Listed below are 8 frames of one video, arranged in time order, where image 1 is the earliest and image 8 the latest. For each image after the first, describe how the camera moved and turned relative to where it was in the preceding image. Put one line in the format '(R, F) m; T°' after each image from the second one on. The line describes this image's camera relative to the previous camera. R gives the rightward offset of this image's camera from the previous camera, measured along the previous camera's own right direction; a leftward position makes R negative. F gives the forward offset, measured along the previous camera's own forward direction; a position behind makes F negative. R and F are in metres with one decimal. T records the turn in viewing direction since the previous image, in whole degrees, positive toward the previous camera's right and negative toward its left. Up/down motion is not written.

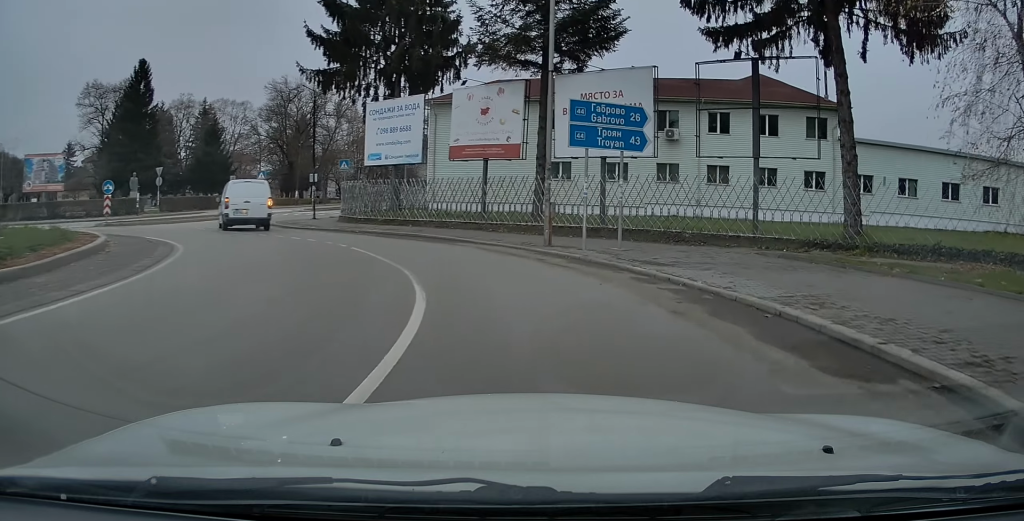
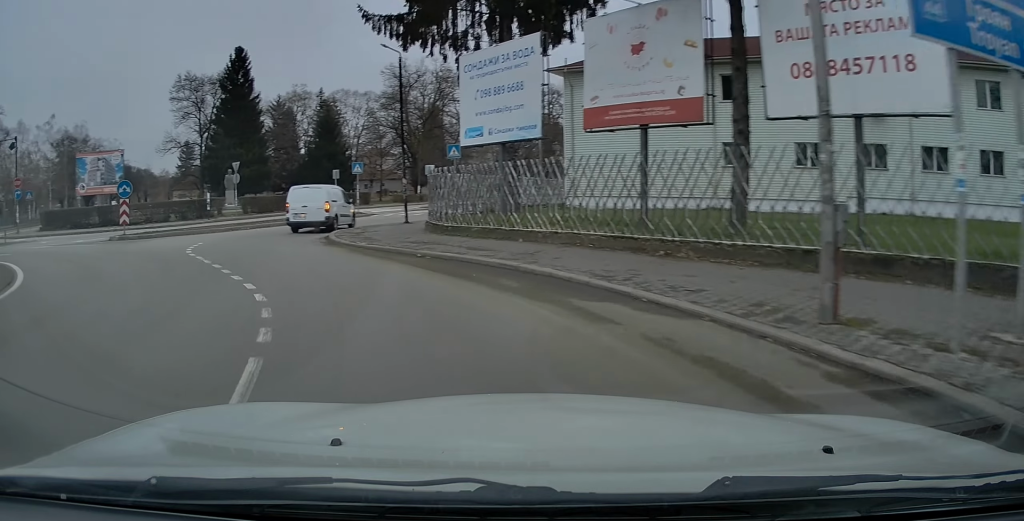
(-0.1, +10.2) m; -8°
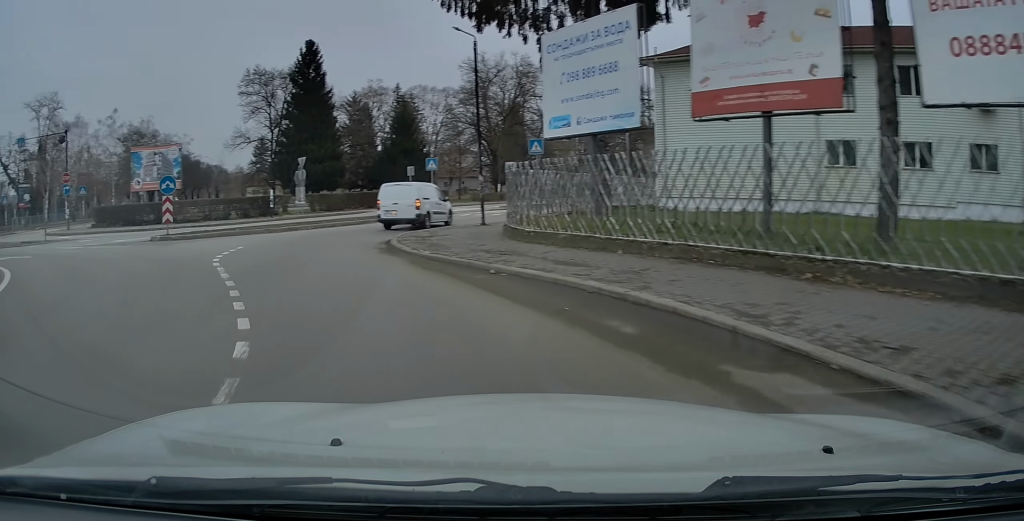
(-0.1, +2.8) m; -6°
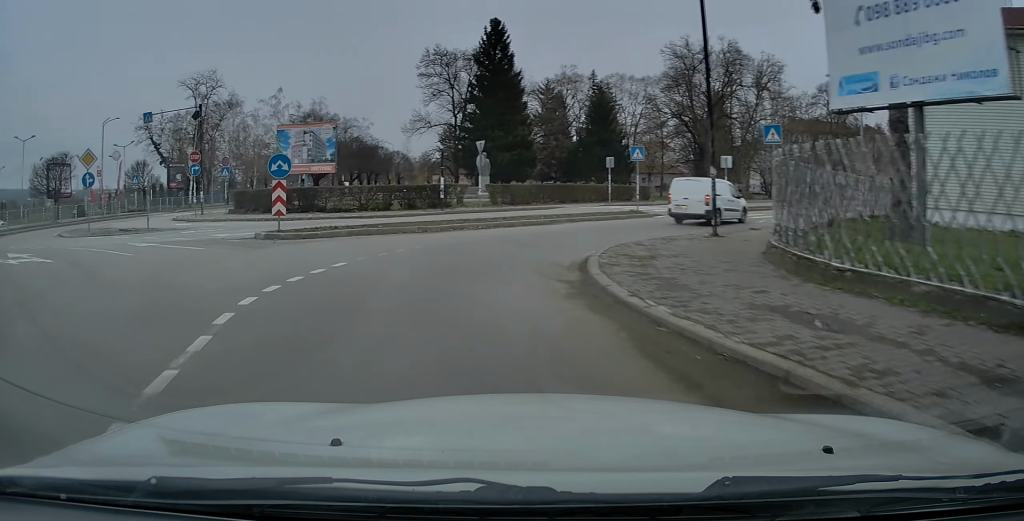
(-0.7, +6.6) m; -13°
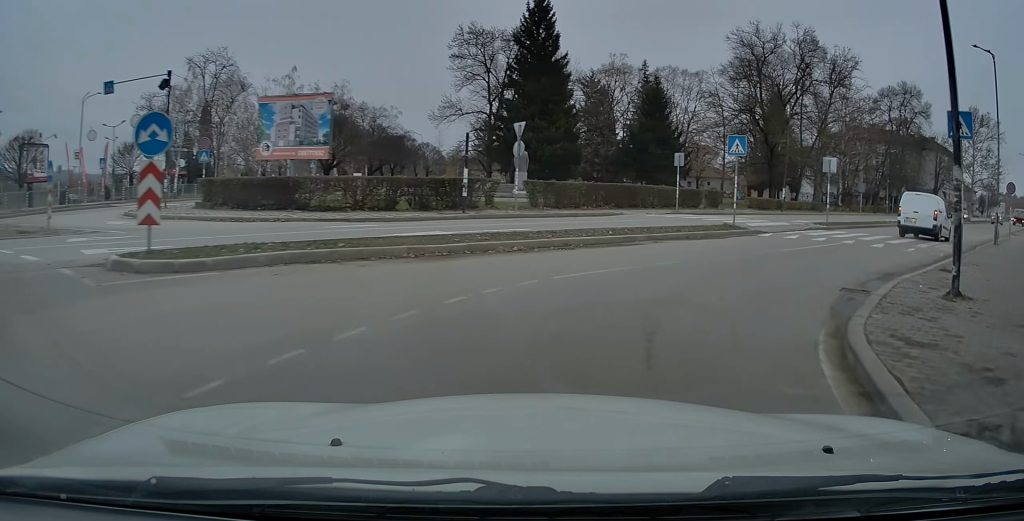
(-1.0, +8.9) m; 0°
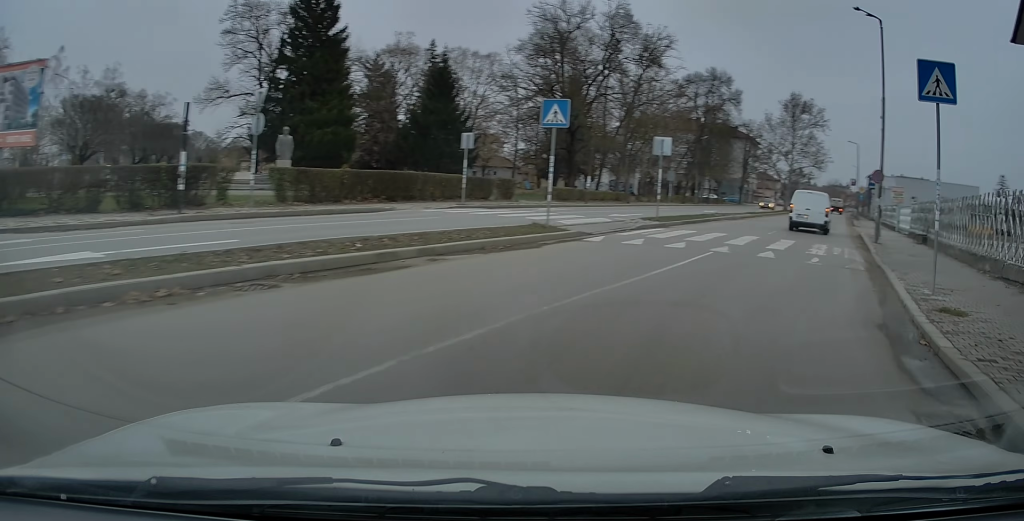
(+0.7, +6.7) m; +15°
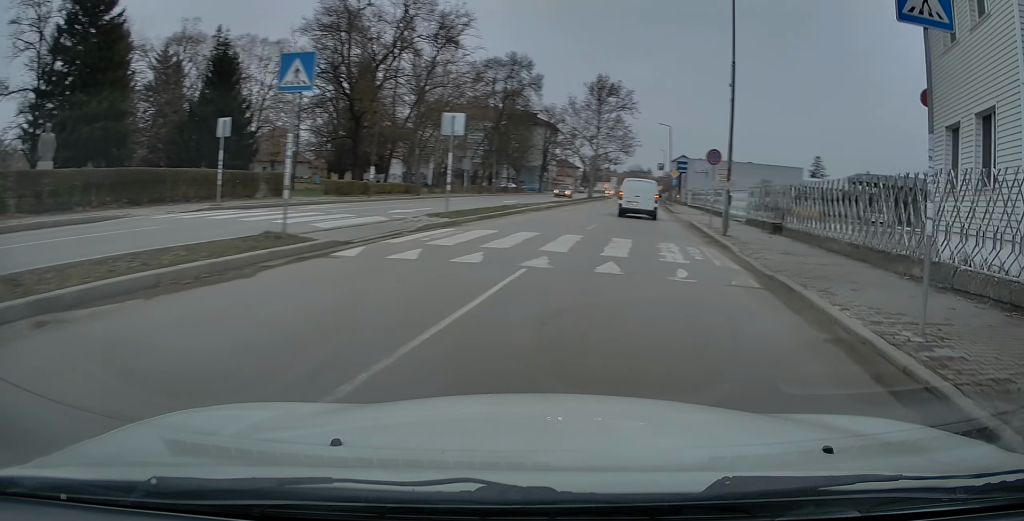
(+0.4, +4.9) m; +12°
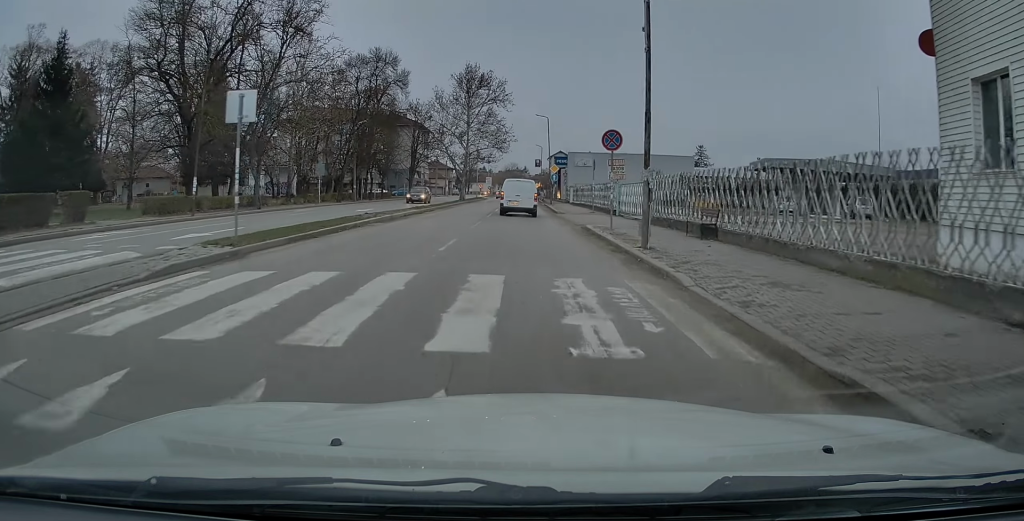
(+1.0, +6.6) m; +11°
